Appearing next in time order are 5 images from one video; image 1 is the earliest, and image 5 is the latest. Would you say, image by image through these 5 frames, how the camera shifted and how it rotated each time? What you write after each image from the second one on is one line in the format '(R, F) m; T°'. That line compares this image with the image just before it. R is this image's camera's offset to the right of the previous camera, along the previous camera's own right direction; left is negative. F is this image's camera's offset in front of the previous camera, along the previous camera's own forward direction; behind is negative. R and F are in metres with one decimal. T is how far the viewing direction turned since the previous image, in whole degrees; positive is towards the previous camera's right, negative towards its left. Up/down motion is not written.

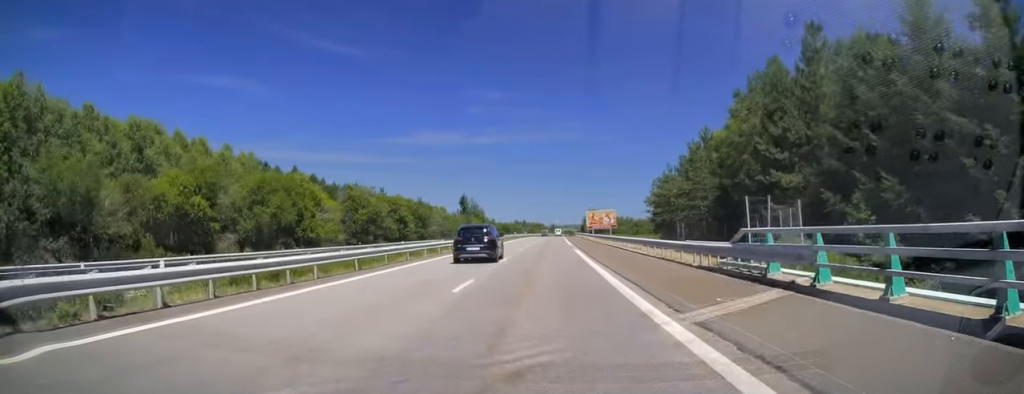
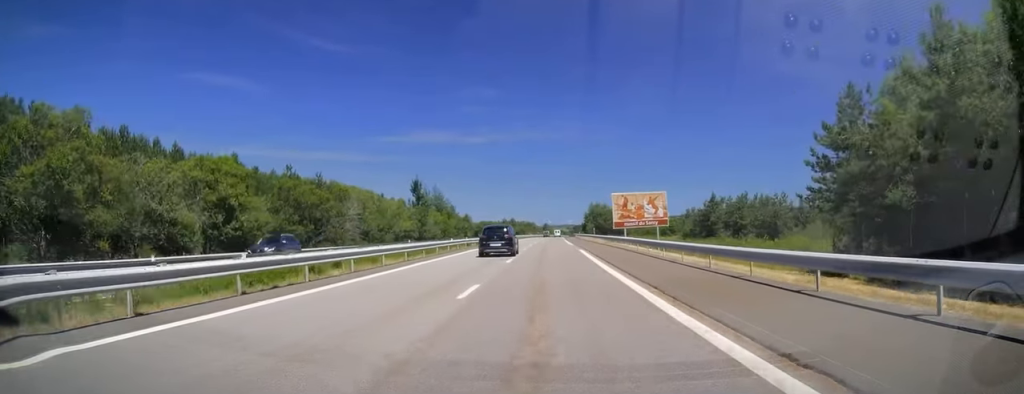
(+0.1, +53.3) m; 0°
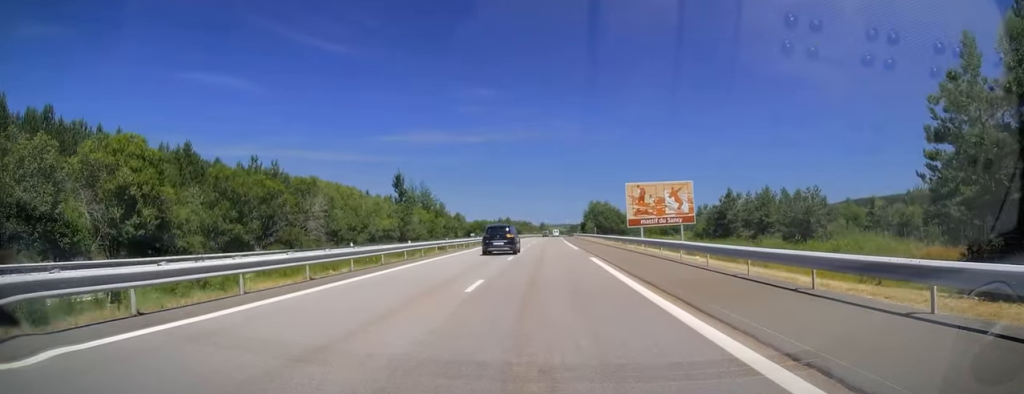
(-0.1, +11.8) m; 0°
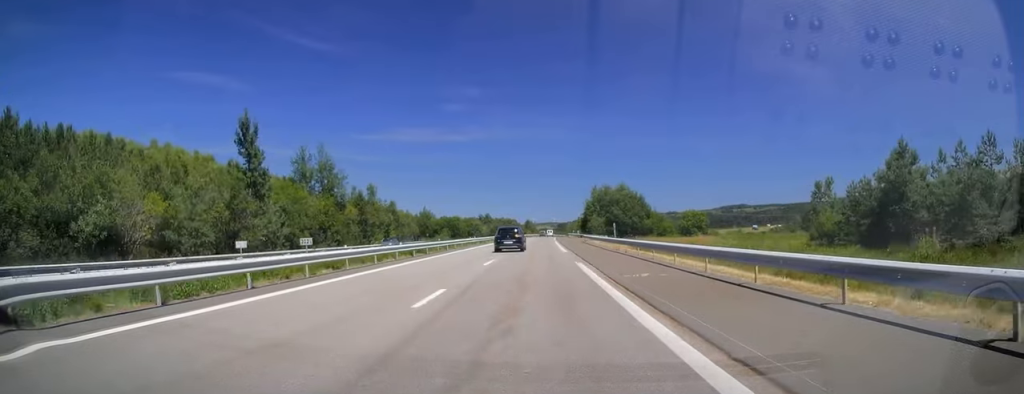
(+0.4, +54.4) m; 0°
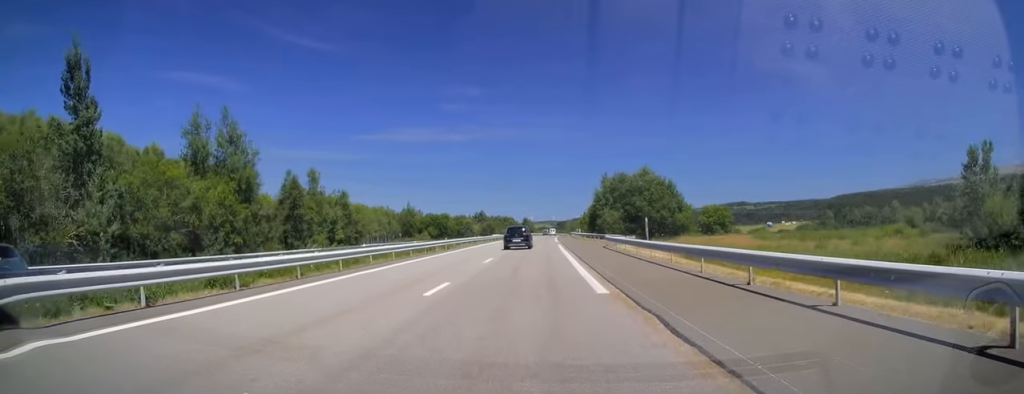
(0.0, +24.3) m; 0°
